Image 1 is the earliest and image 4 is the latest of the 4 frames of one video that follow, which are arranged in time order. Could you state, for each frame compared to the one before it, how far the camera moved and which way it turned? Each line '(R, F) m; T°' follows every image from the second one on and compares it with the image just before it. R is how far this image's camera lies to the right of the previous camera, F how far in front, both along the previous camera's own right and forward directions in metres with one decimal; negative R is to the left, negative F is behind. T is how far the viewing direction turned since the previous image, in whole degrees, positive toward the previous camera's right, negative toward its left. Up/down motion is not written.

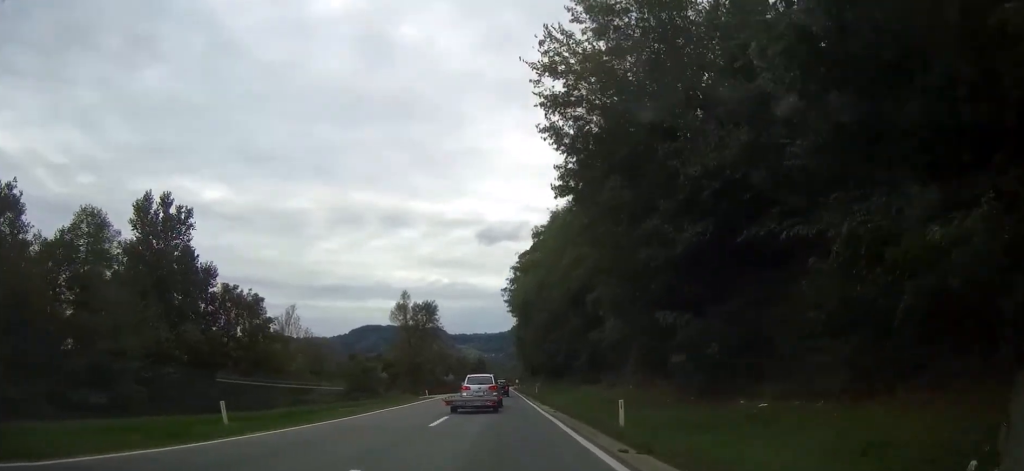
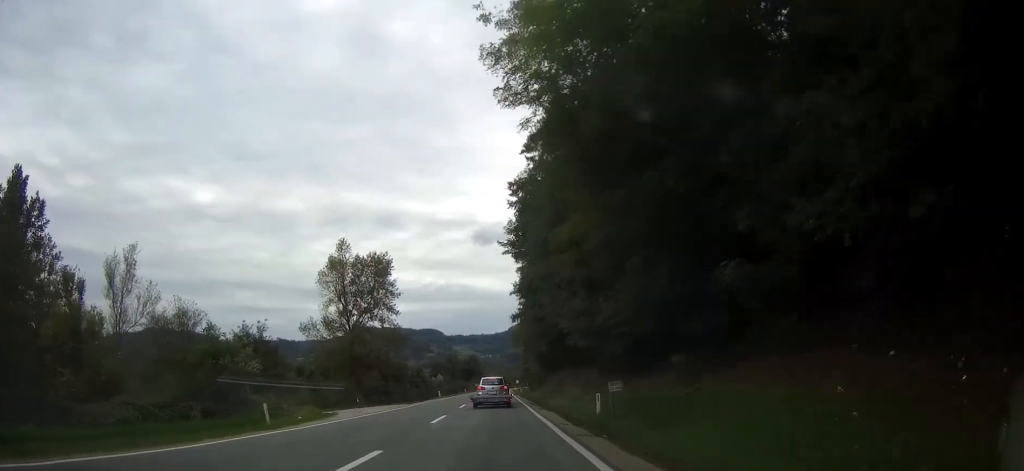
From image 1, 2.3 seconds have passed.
(-0.1, +42.8) m; 0°
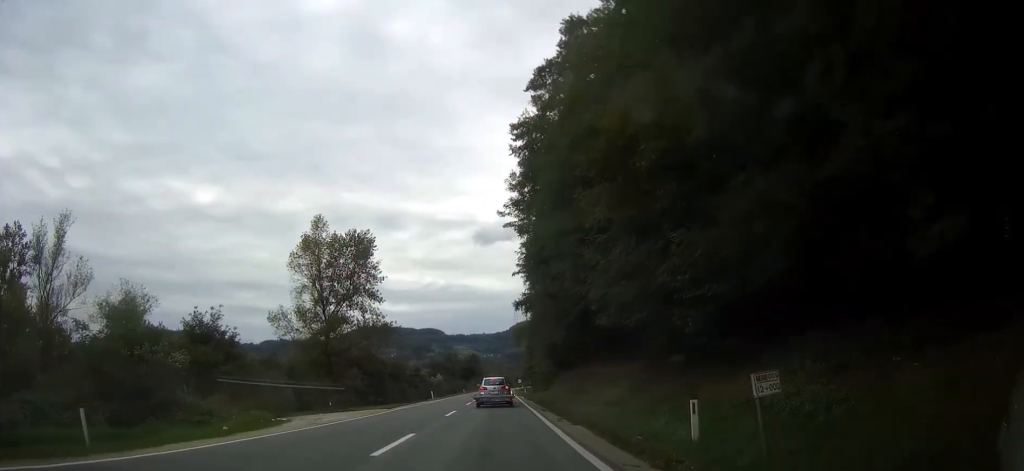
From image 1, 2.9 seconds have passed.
(0.0, +10.4) m; 0°
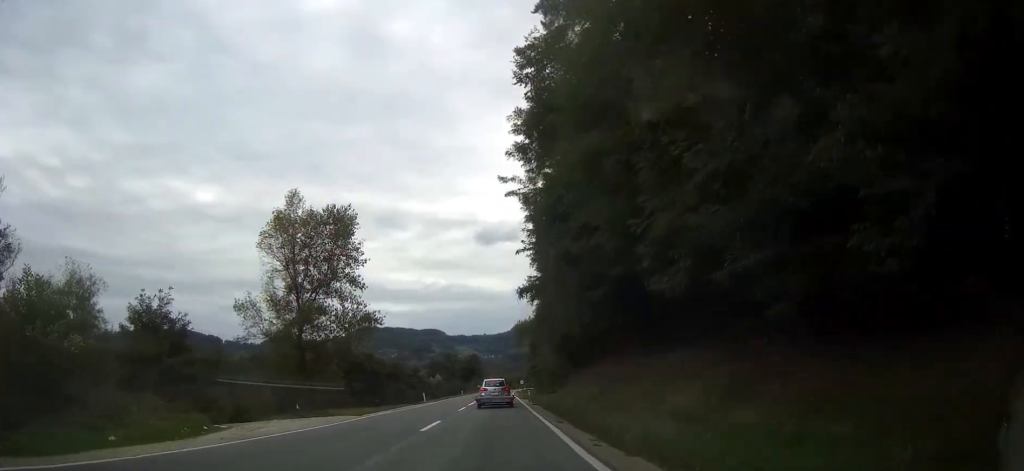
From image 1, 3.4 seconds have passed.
(+0.1, +8.6) m; 0°
